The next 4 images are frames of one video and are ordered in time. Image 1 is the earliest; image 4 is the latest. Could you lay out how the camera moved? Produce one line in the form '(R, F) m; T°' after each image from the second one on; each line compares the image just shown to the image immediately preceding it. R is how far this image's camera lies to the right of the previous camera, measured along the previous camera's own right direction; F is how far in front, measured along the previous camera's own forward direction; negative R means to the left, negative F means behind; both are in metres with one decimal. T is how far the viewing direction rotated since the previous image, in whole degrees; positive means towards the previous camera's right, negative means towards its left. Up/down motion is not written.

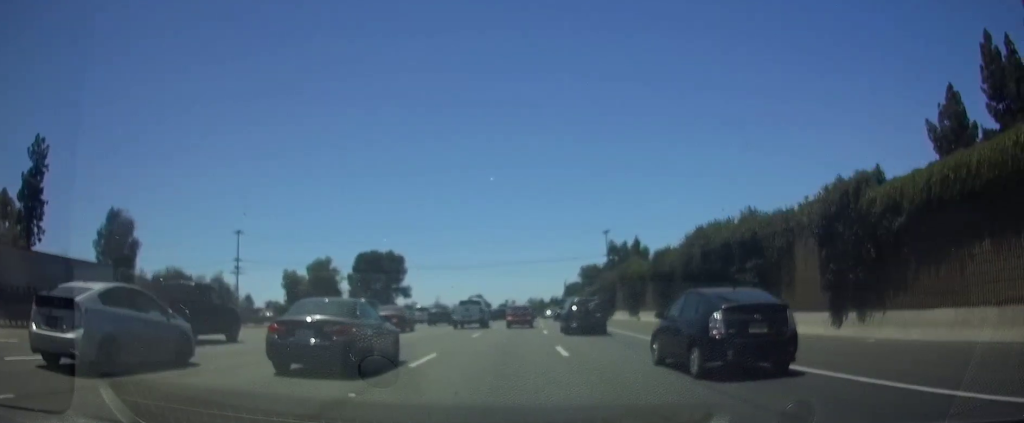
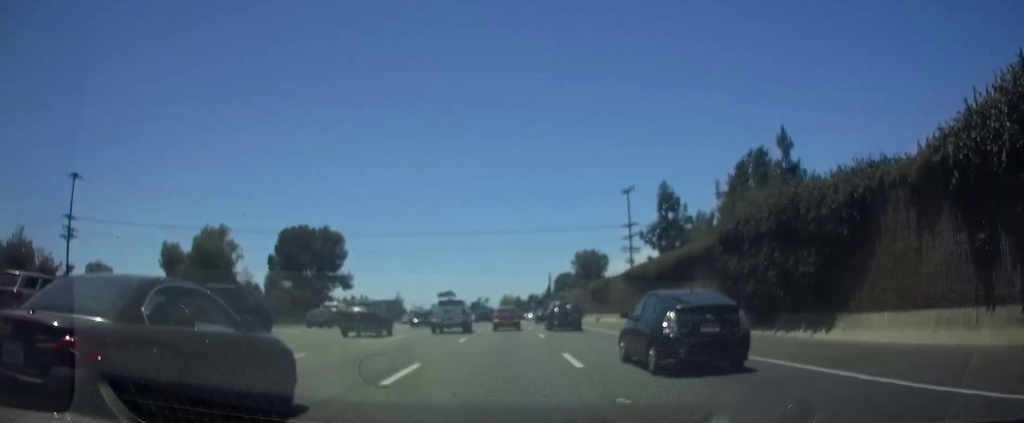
(+1.0, +47.1) m; +2°
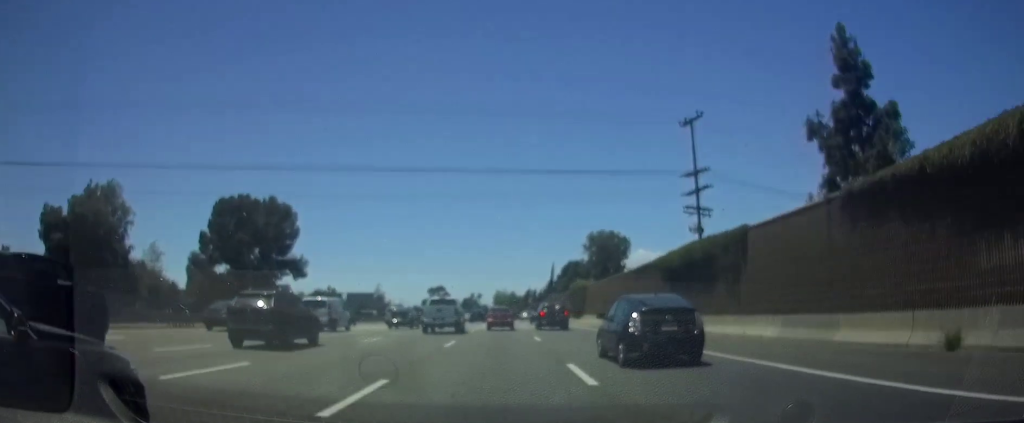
(+0.4, +32.6) m; 0°
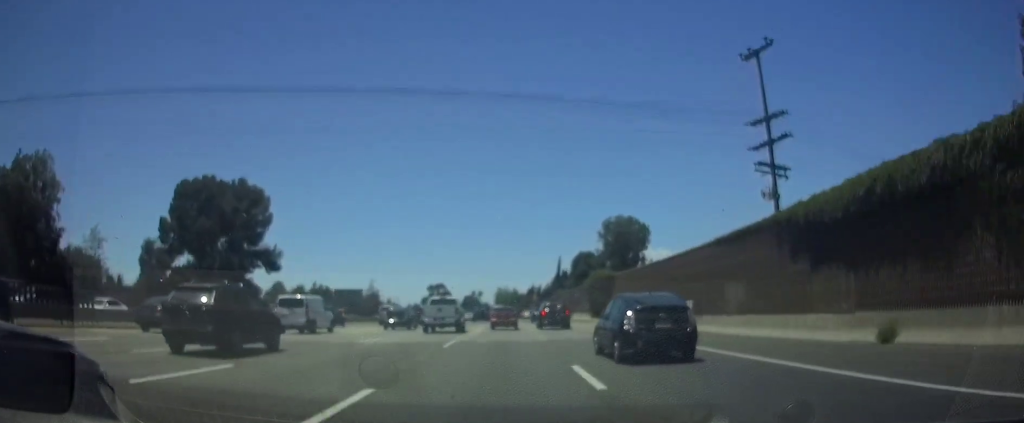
(-0.2, +15.4) m; 0°
